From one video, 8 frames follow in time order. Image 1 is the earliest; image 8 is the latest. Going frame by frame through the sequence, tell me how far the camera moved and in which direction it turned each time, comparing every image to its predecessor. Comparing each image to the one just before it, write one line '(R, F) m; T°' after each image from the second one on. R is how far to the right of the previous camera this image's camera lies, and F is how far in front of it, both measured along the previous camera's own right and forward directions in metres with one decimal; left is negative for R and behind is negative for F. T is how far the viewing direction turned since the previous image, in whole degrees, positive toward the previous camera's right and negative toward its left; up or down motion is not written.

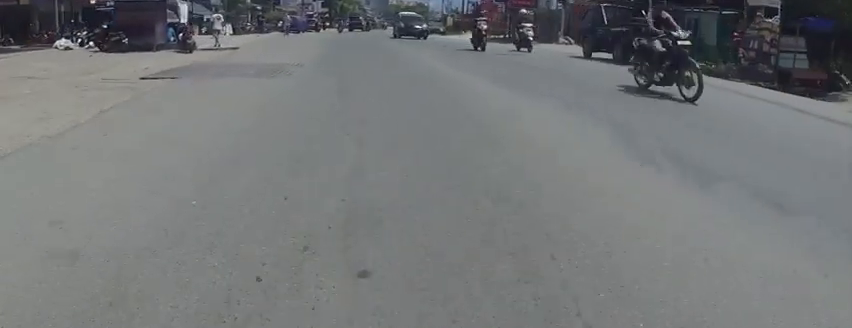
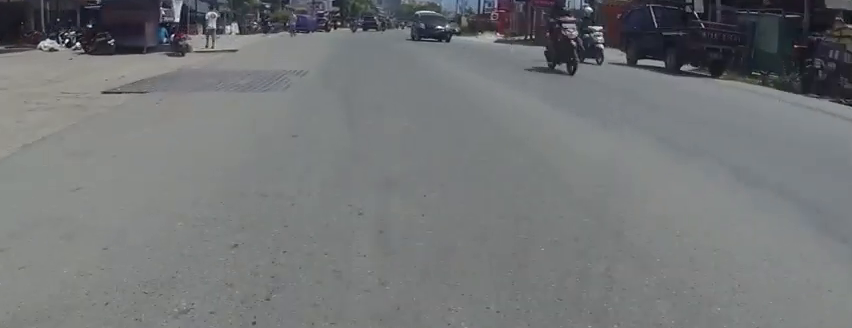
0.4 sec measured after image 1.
(0.0, +2.0) m; 0°
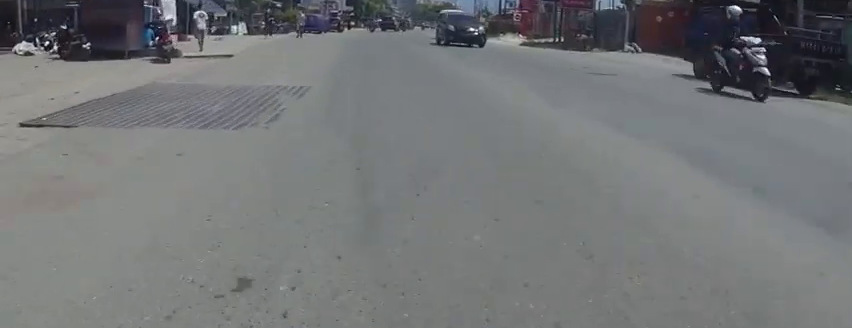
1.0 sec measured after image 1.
(0.0, +2.5) m; 0°
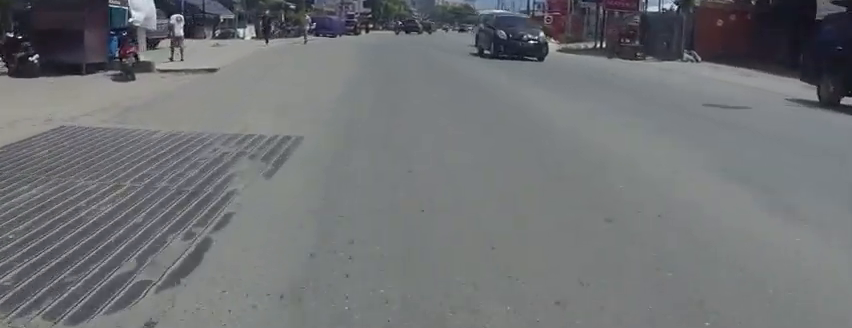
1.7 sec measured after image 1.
(0.0, +3.3) m; 0°
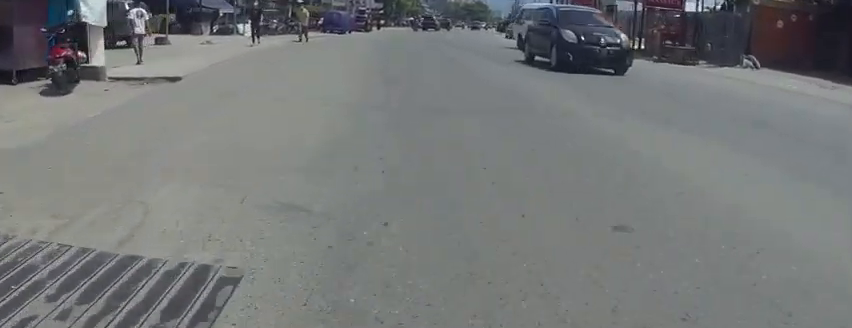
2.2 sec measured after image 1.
(0.0, +2.7) m; 0°
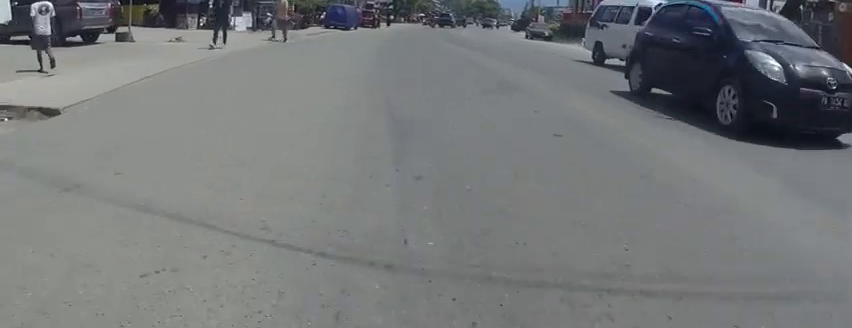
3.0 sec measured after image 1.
(0.0, +3.7) m; -1°
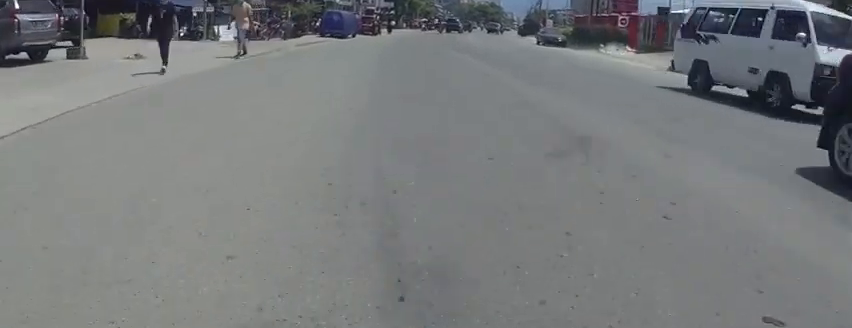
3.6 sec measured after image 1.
(0.0, +2.8) m; -3°
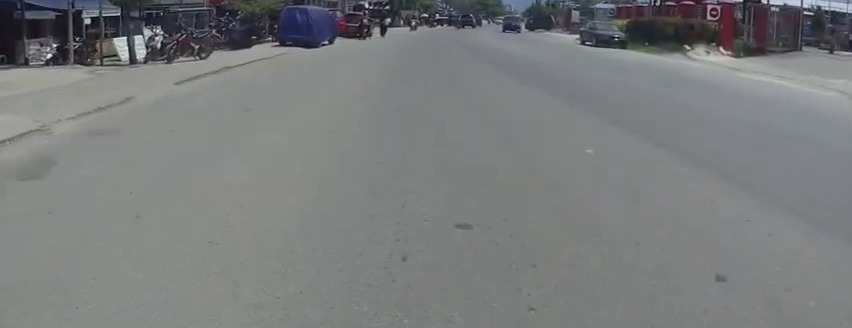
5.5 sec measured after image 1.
(-0.7, +9.9) m; -1°
